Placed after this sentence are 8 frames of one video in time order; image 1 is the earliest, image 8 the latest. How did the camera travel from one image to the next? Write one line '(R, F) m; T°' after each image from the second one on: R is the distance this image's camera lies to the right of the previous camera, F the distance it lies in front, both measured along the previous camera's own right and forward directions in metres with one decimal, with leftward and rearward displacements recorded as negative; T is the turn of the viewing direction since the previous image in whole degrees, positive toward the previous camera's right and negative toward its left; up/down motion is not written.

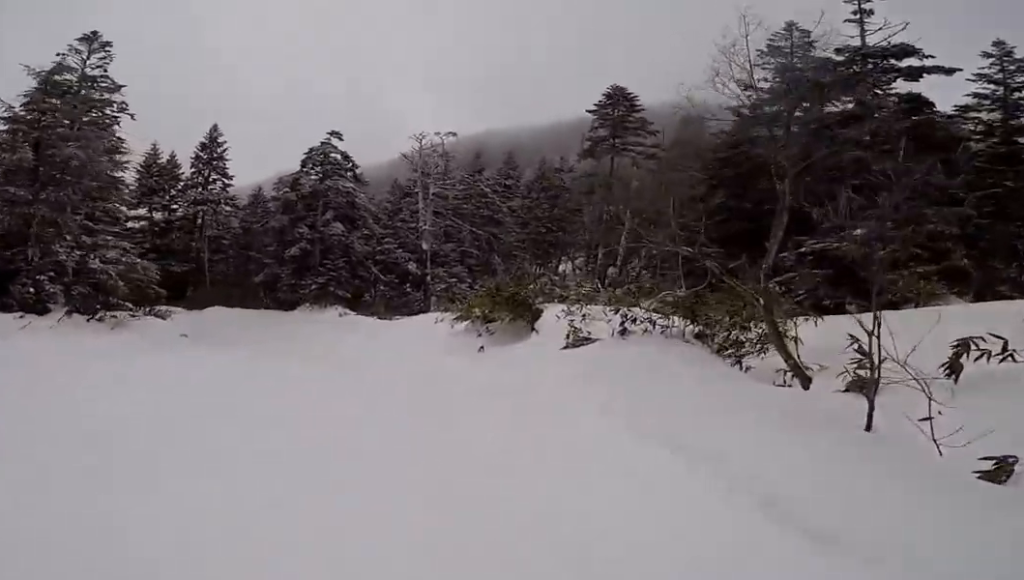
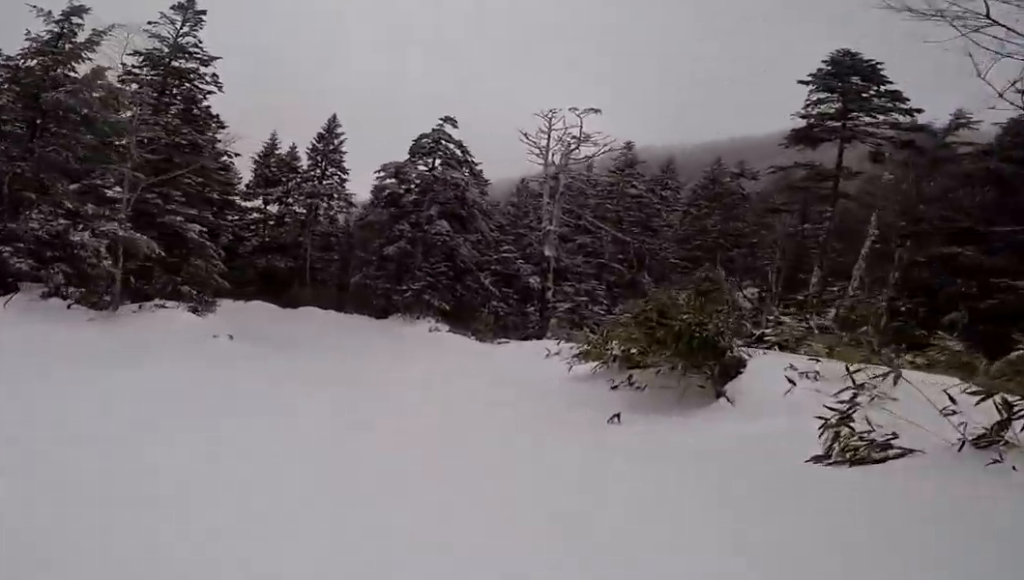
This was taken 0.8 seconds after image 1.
(-0.5, +5.3) m; -9°
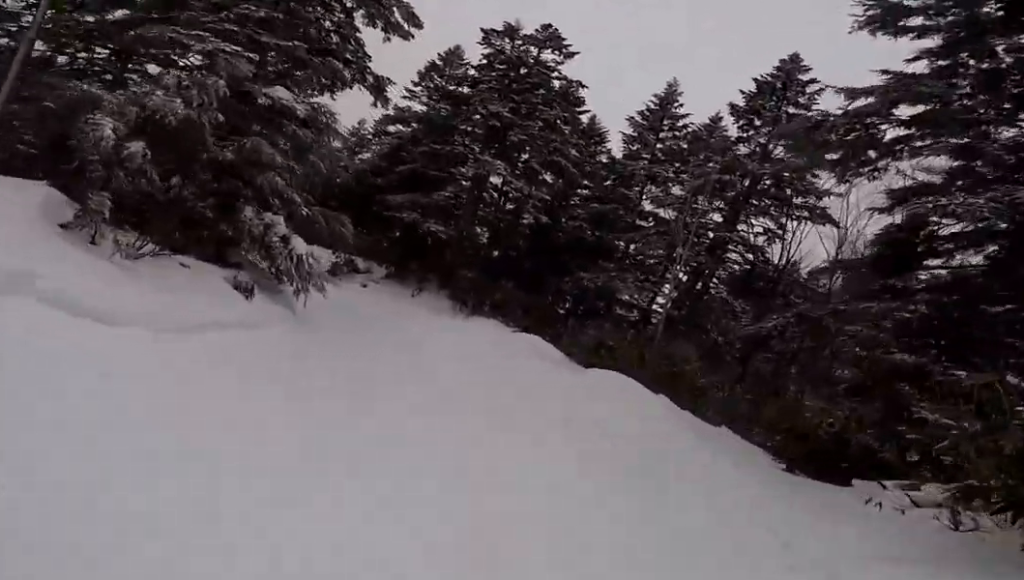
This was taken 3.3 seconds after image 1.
(-7.2, +14.8) m; -67°
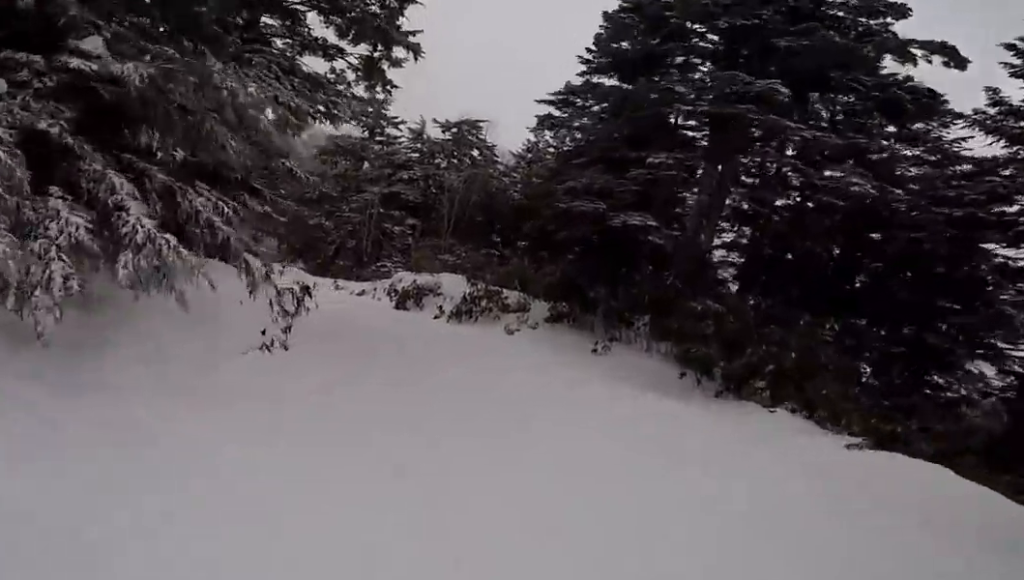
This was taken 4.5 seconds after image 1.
(-2.5, +7.5) m; -31°
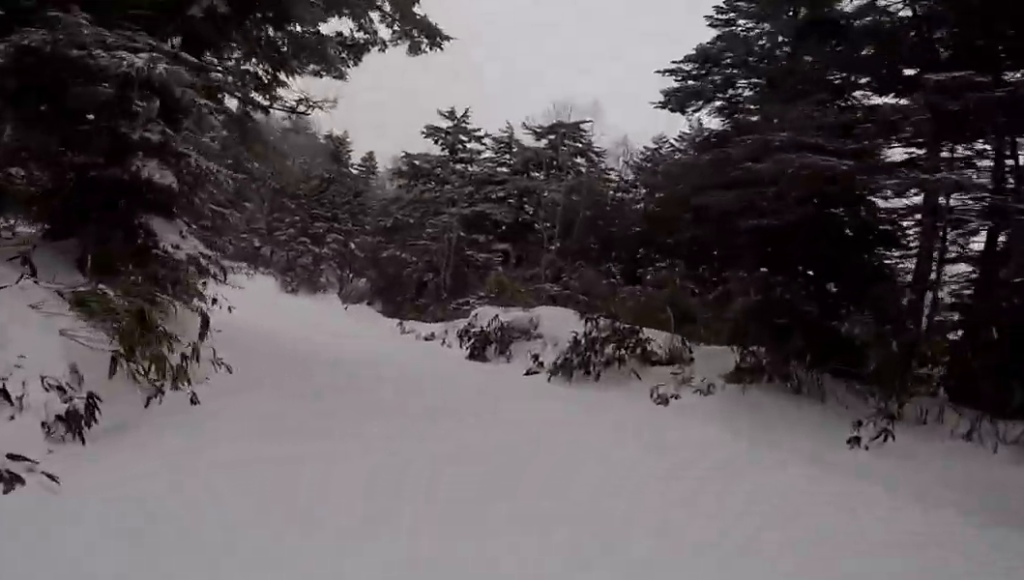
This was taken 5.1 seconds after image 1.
(-1.2, +4.2) m; -6°
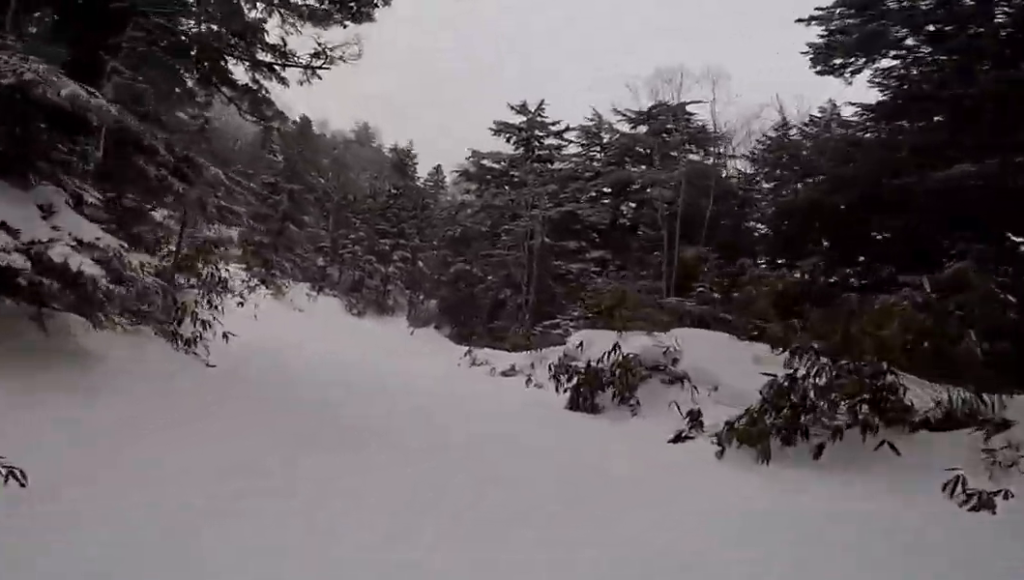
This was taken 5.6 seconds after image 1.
(+0.2, +3.0) m; +2°
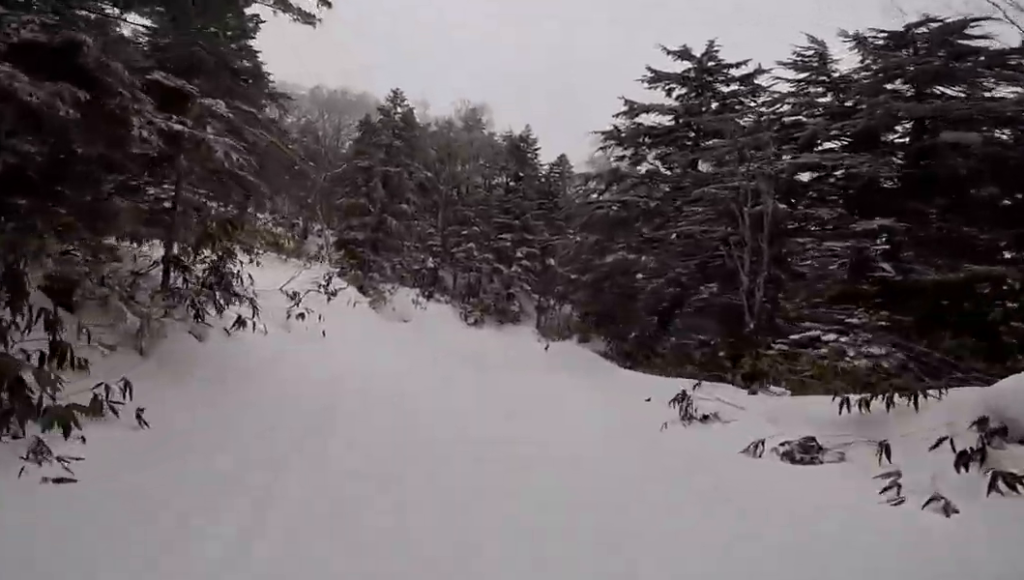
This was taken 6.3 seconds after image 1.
(+0.5, +5.0) m; +8°
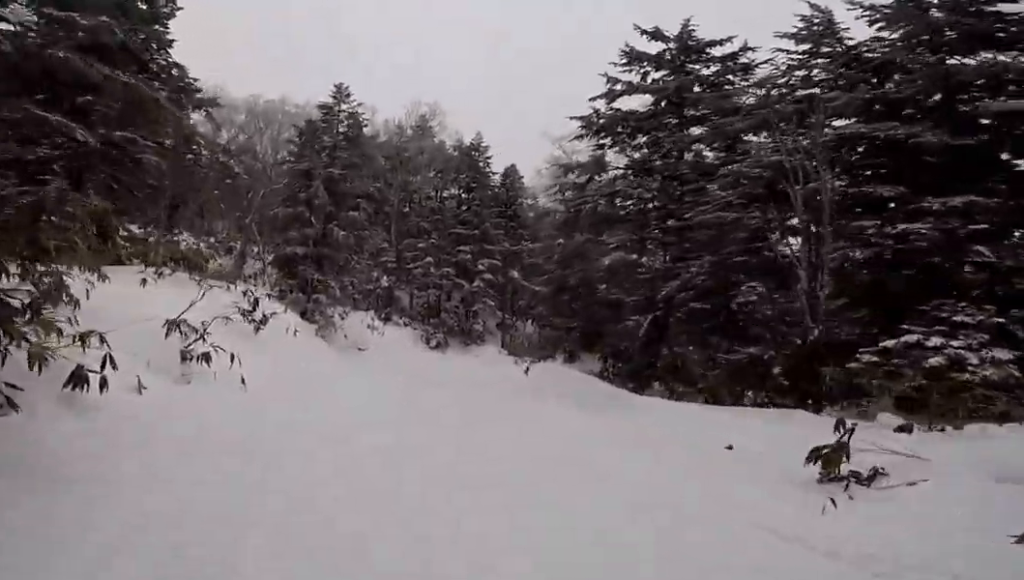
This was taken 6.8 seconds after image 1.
(-0.1, +3.0) m; +8°
